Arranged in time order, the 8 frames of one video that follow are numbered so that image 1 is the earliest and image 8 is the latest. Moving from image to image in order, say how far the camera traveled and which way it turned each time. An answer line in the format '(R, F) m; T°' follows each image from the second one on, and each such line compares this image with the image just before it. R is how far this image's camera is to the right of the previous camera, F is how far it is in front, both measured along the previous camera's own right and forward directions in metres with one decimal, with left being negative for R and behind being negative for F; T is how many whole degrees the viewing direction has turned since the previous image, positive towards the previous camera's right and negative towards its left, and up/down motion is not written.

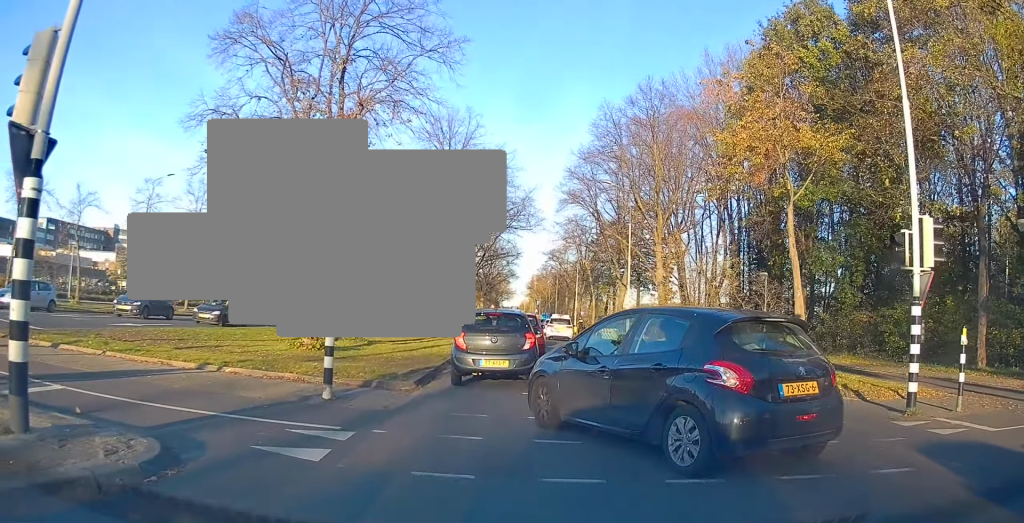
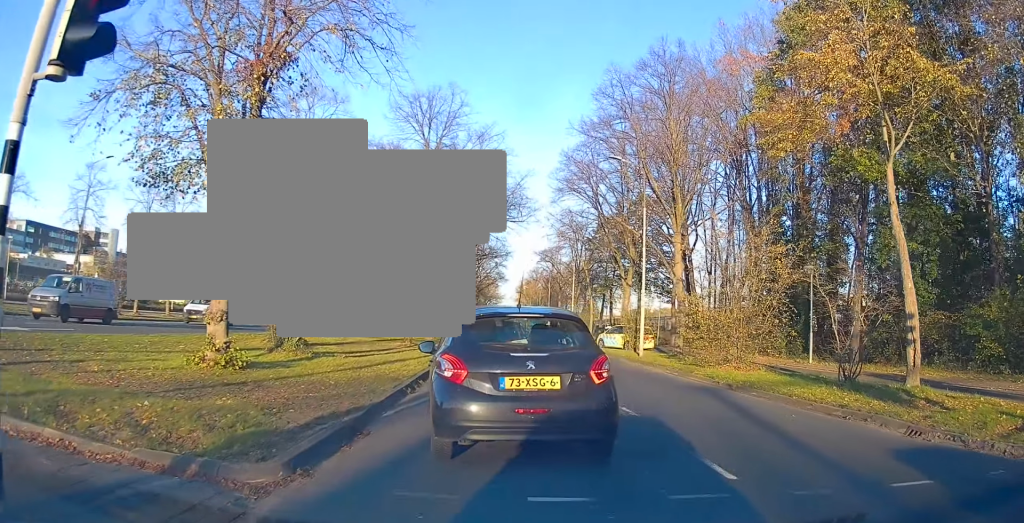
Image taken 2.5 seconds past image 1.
(+0.1, +7.5) m; -1°
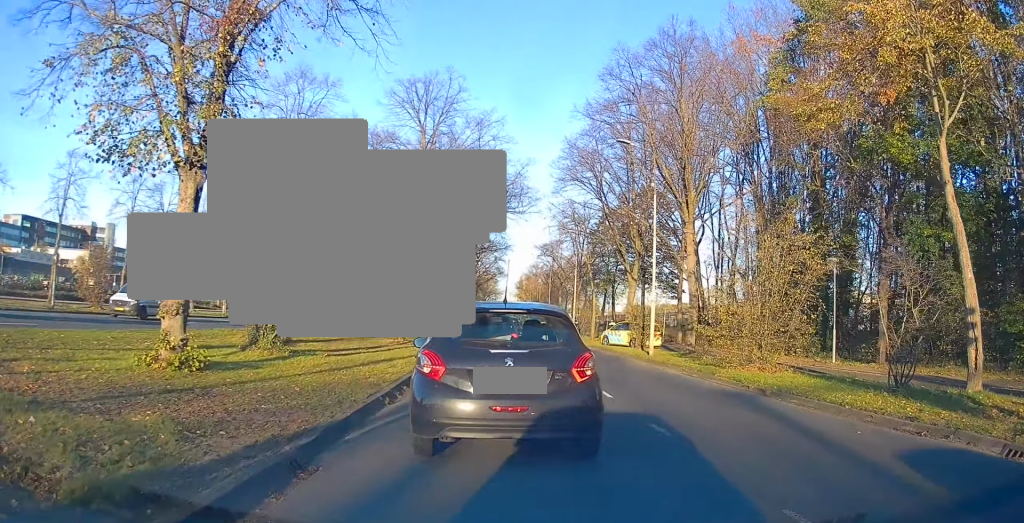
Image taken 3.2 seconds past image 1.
(0.0, +2.1) m; 0°
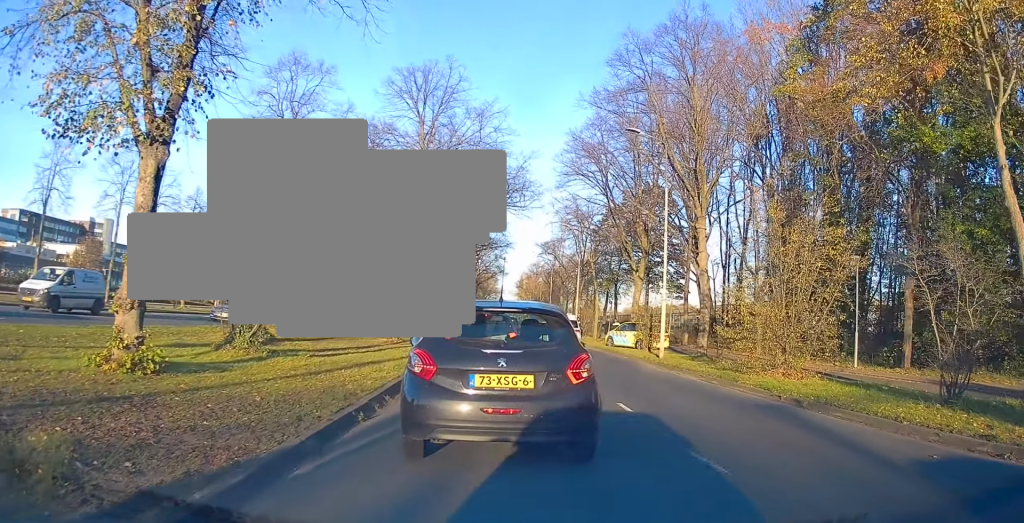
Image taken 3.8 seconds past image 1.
(+0.1, +1.7) m; +1°
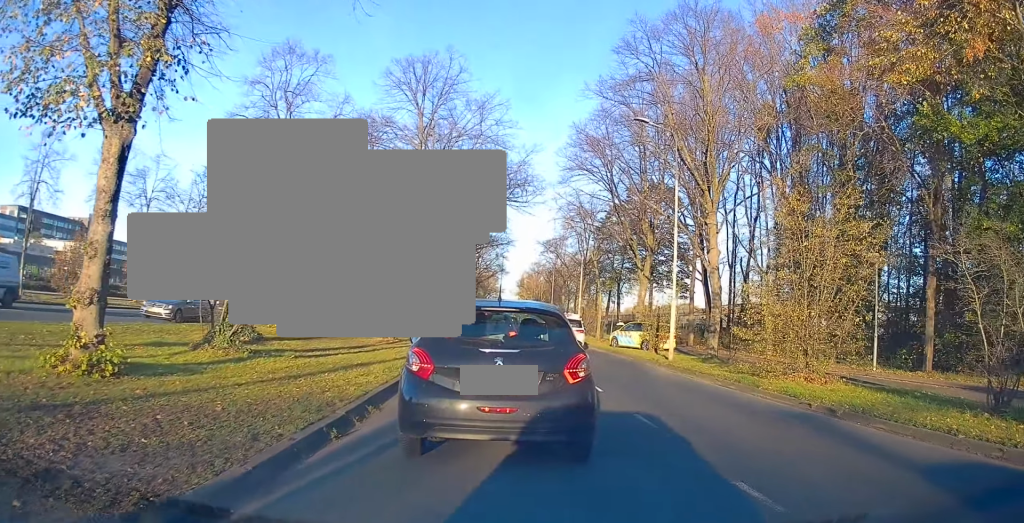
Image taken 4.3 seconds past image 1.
(-0.1, +1.6) m; -2°
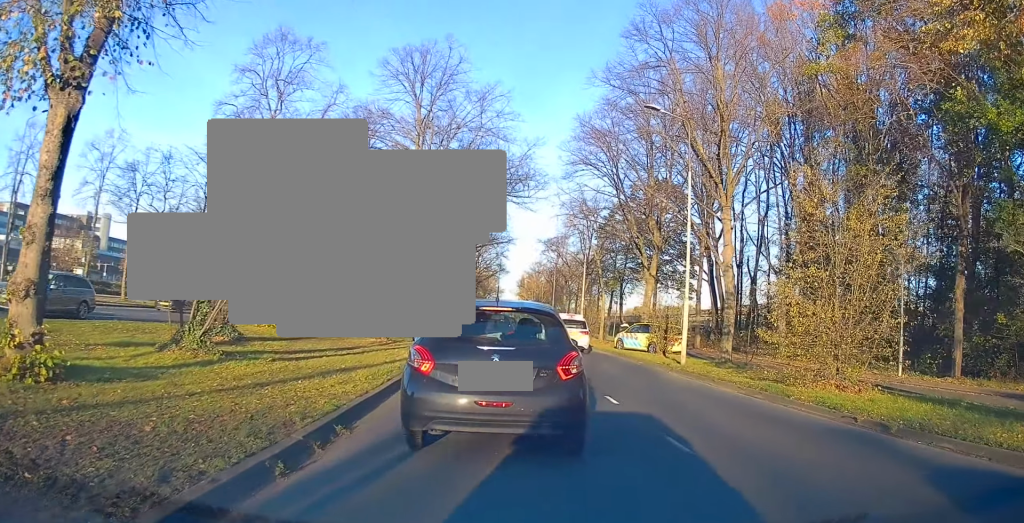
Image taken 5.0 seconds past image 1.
(-0.1, +2.0) m; -2°
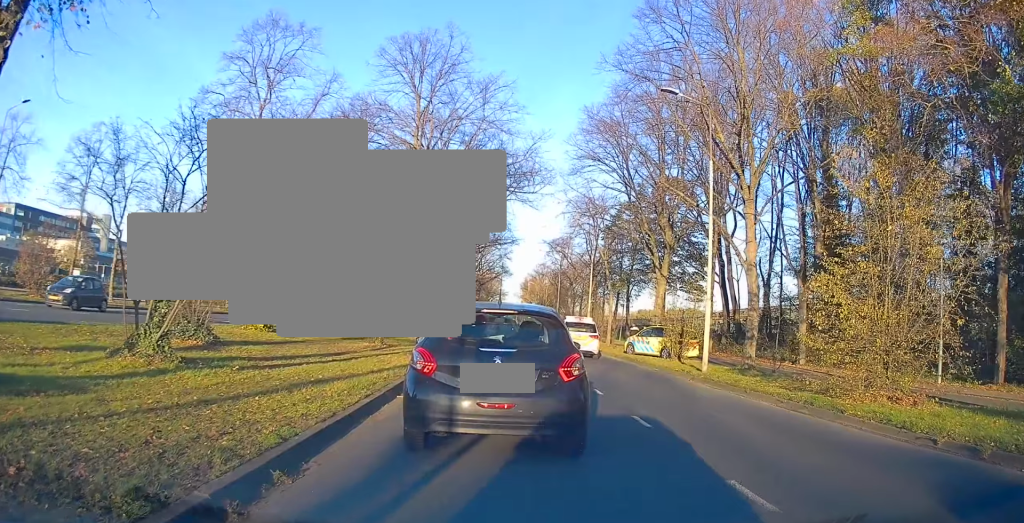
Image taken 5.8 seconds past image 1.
(-0.1, +2.4) m; +1°
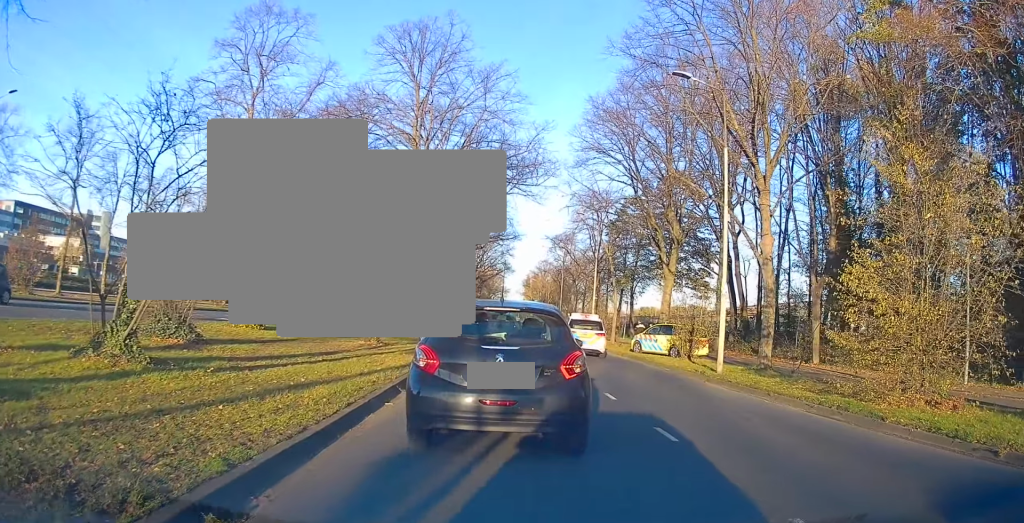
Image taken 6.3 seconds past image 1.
(+0.1, +1.4) m; +2°
